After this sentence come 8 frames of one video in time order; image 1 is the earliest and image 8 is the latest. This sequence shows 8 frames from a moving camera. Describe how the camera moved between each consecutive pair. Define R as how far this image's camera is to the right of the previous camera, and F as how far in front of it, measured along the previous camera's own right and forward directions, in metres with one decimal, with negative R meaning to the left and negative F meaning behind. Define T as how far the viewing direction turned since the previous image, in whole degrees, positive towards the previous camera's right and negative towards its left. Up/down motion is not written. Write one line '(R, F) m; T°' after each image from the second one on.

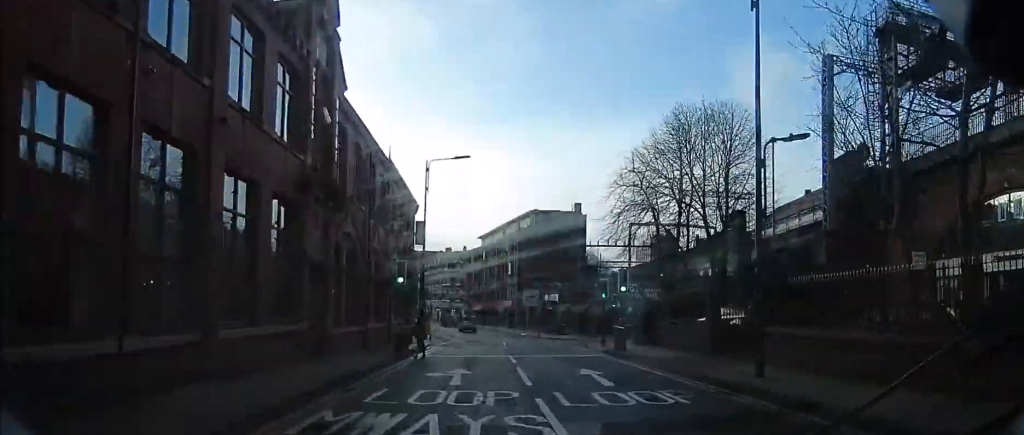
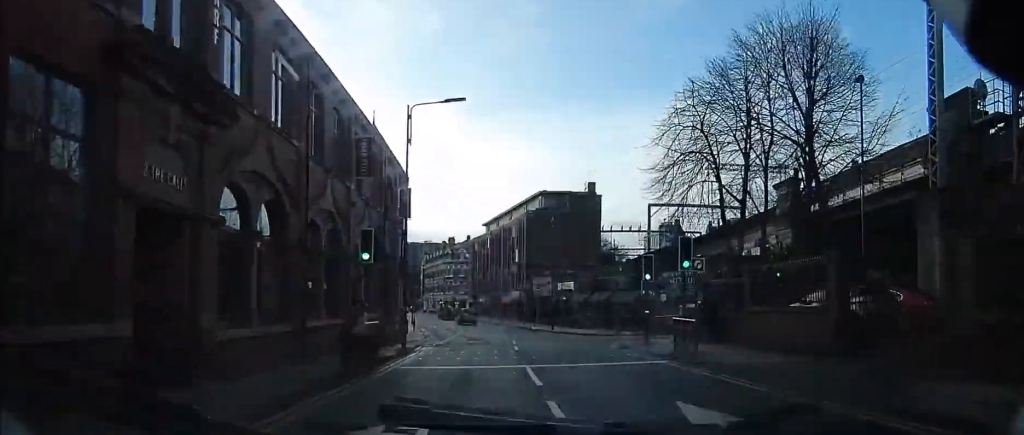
(+0.1, +7.0) m; -1°
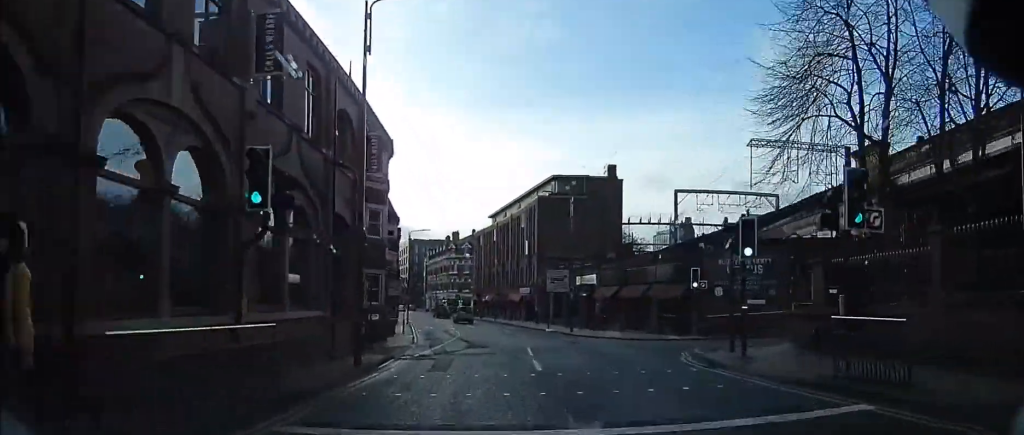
(+0.2, +7.9) m; -5°
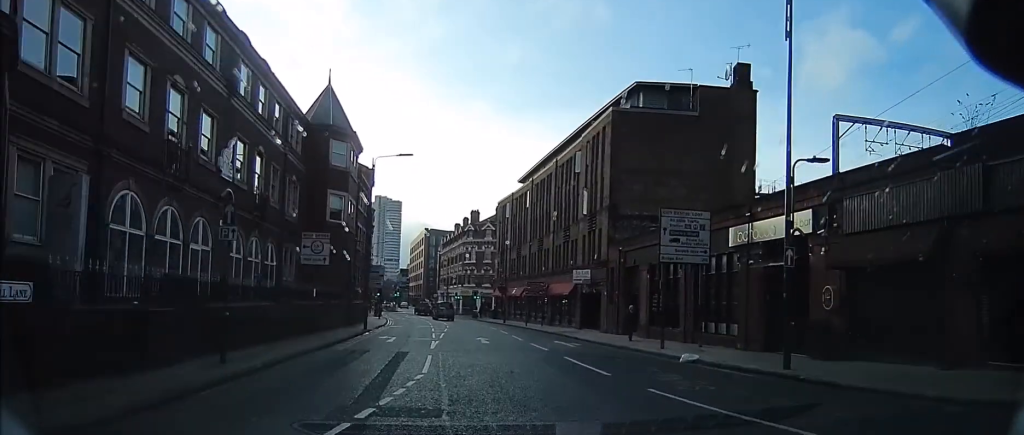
(-1.4, +26.6) m; -4°
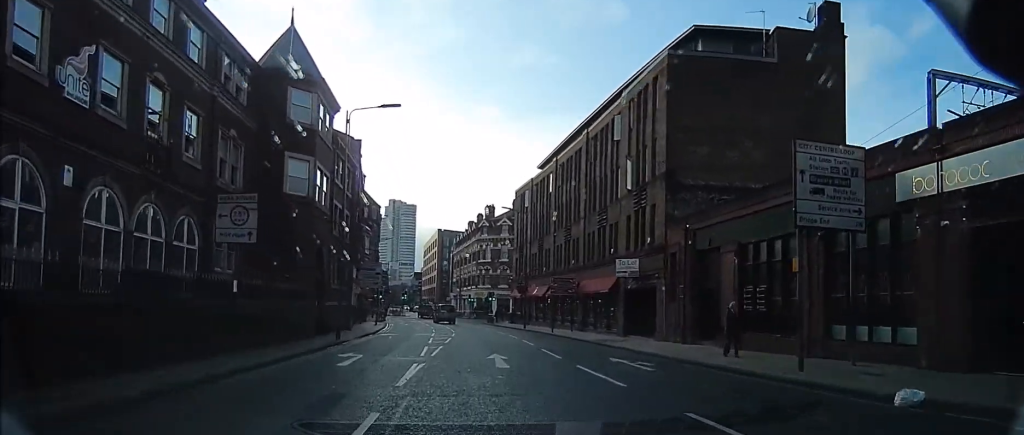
(-0.5, +8.5) m; -3°
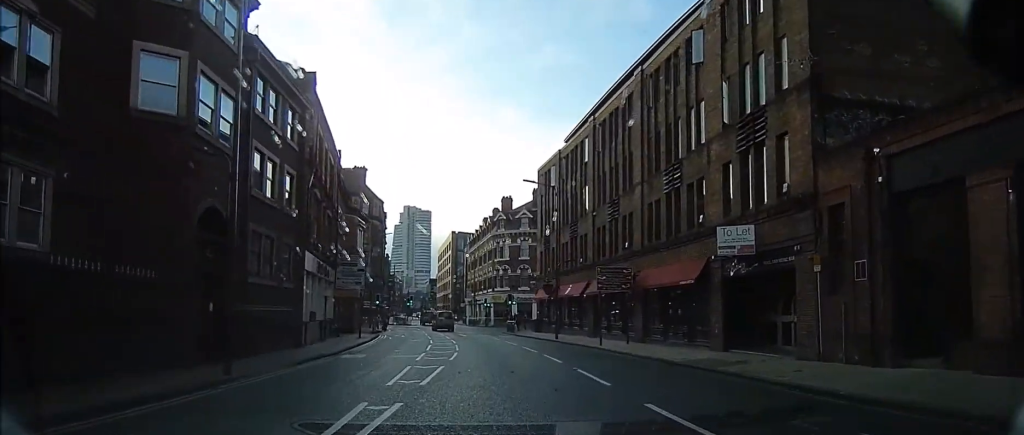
(0.0, +11.2) m; +4°
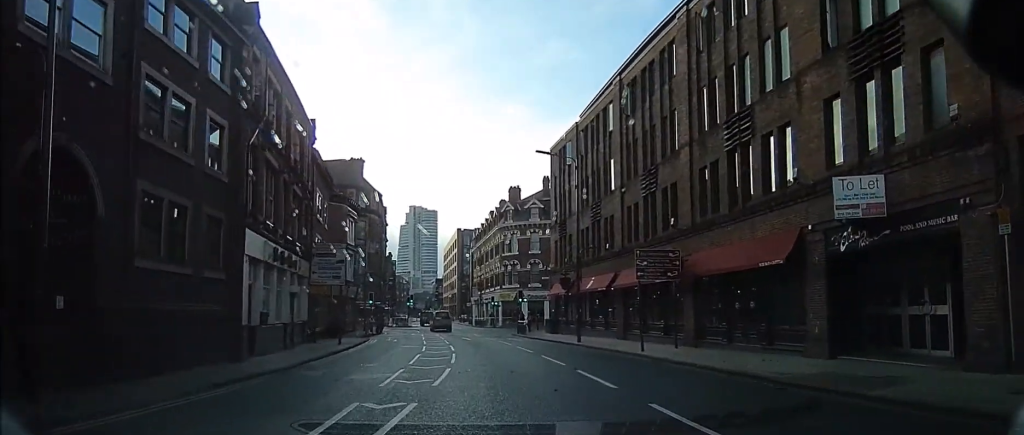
(+0.4, +5.9) m; -1°
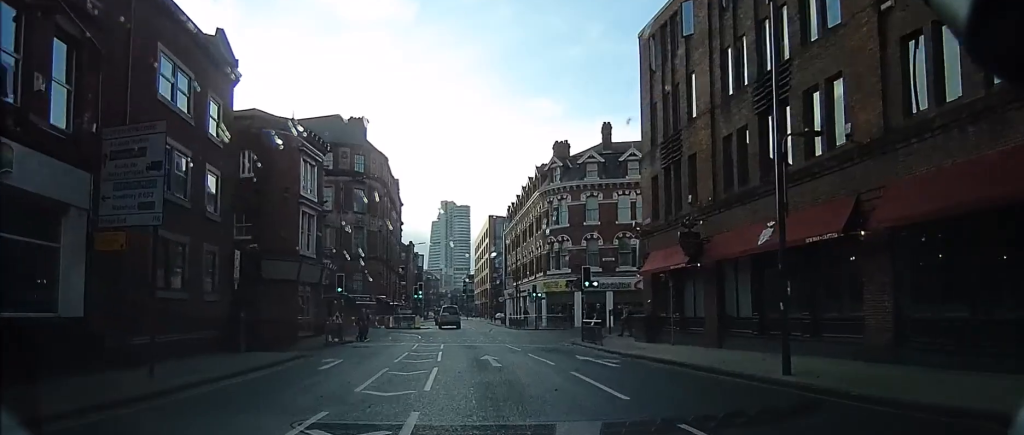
(-1.1, +17.7) m; -8°
